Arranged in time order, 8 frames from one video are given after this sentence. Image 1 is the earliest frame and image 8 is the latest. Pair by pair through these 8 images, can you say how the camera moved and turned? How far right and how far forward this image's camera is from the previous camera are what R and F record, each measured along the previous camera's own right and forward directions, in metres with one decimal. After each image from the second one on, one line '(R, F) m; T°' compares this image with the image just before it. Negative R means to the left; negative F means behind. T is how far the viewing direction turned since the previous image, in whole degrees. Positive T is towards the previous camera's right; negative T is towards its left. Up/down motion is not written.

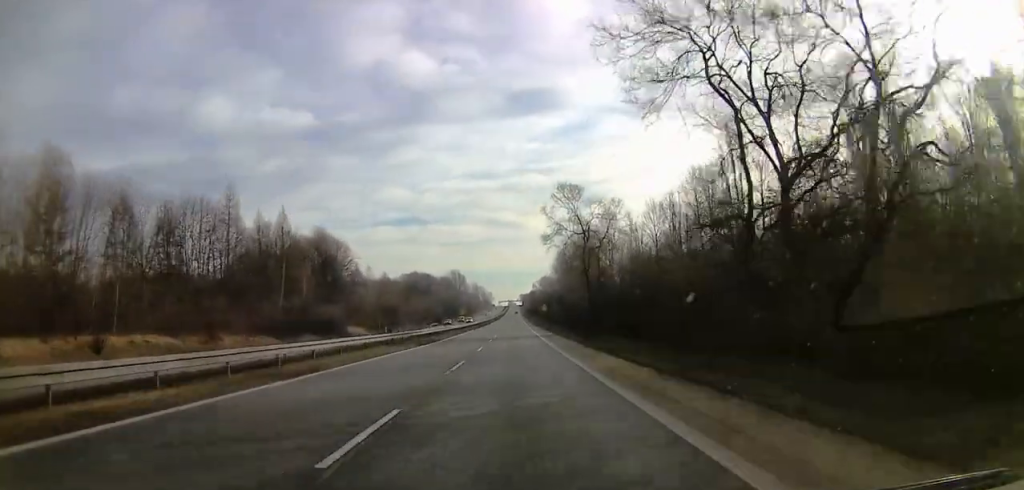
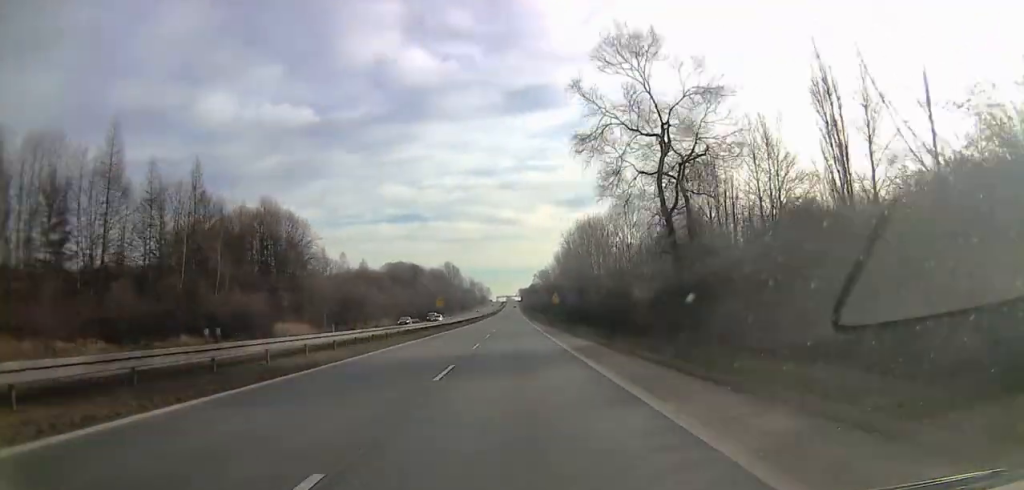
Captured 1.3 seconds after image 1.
(0.0, +30.6) m; 0°
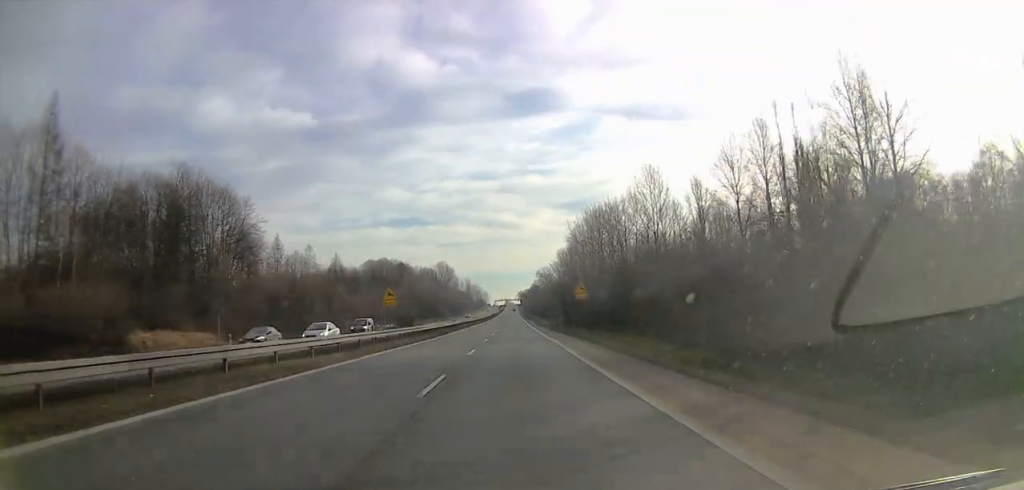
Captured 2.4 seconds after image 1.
(0.0, +28.7) m; 0°
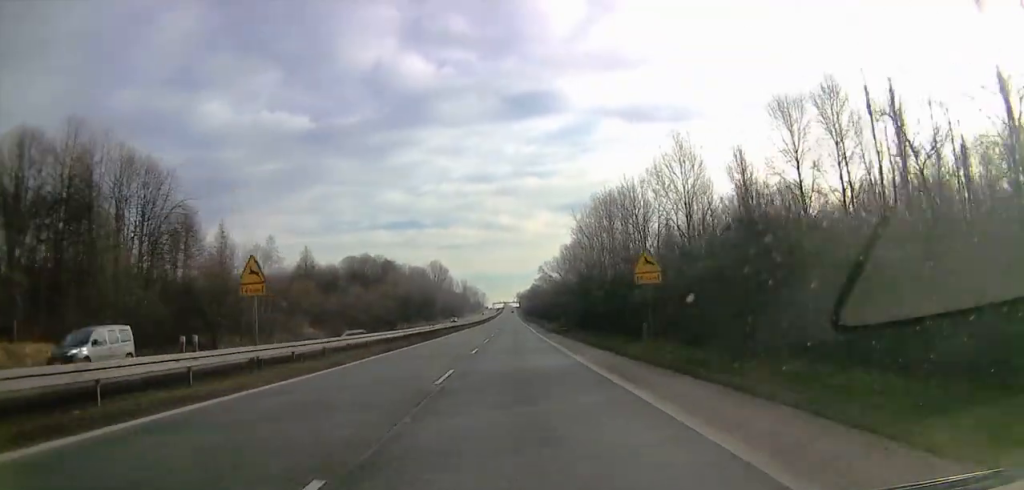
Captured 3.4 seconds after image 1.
(-0.1, +23.4) m; -1°
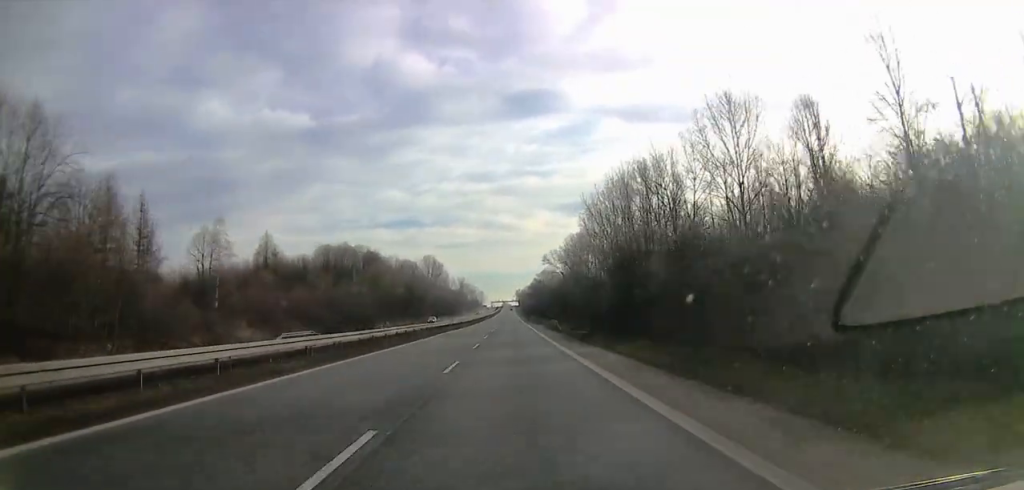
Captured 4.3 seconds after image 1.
(-0.1, +22.6) m; 0°
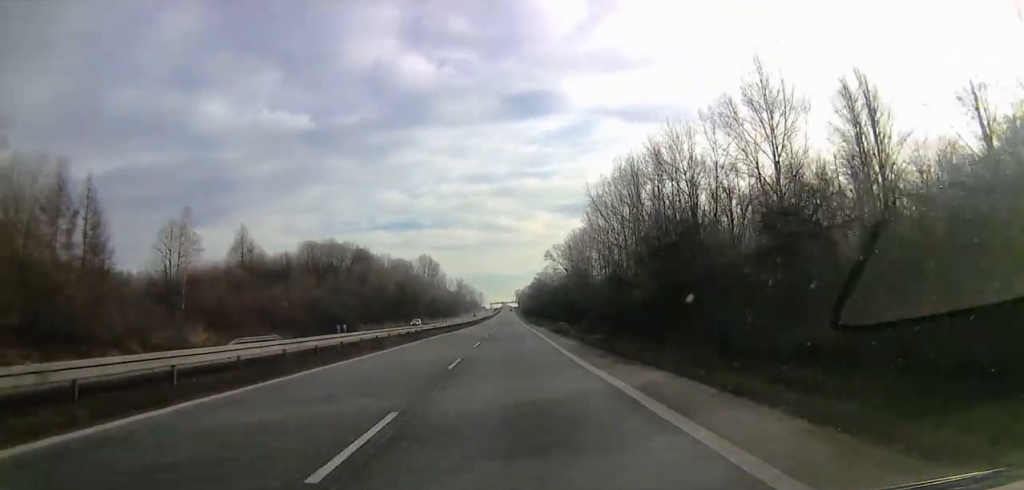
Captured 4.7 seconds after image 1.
(0.0, +9.3) m; 0°
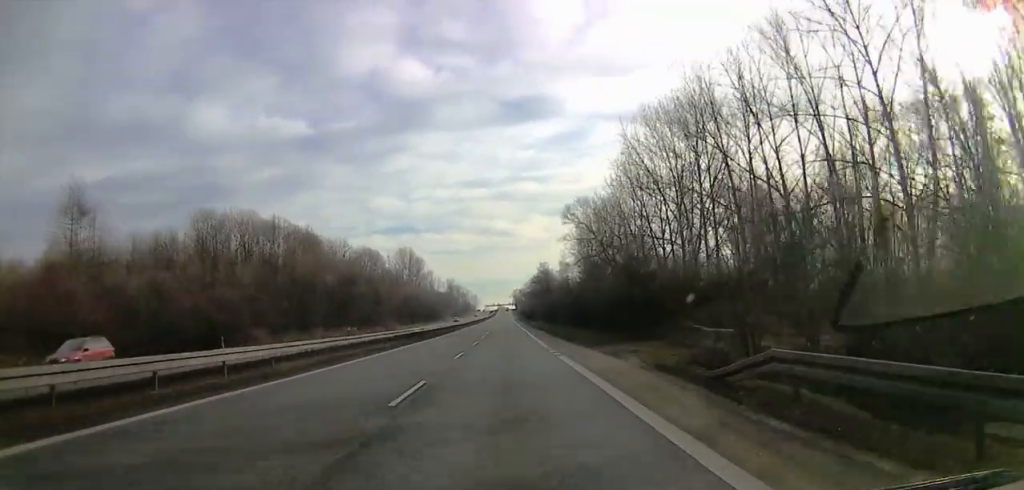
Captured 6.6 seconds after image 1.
(+1.6, +38.9) m; +3°
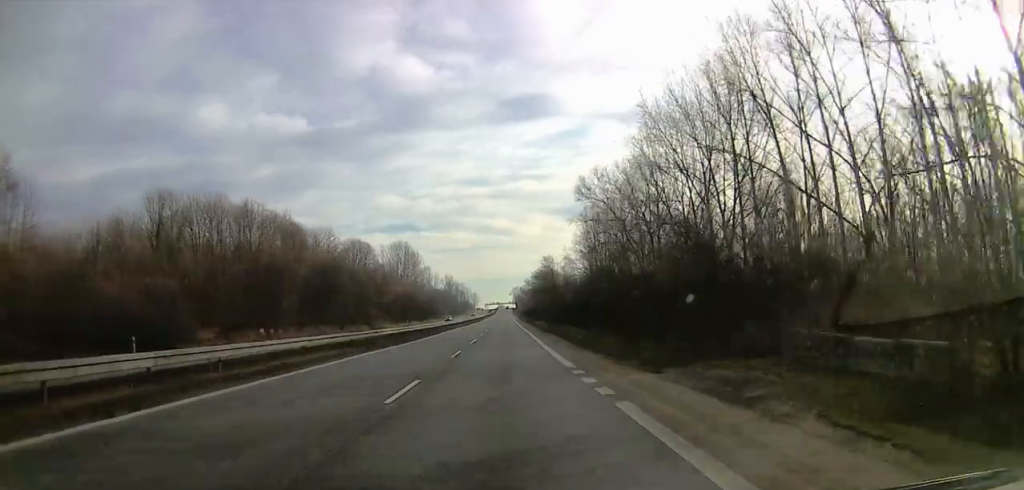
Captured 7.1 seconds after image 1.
(+0.5, +11.3) m; -1°
